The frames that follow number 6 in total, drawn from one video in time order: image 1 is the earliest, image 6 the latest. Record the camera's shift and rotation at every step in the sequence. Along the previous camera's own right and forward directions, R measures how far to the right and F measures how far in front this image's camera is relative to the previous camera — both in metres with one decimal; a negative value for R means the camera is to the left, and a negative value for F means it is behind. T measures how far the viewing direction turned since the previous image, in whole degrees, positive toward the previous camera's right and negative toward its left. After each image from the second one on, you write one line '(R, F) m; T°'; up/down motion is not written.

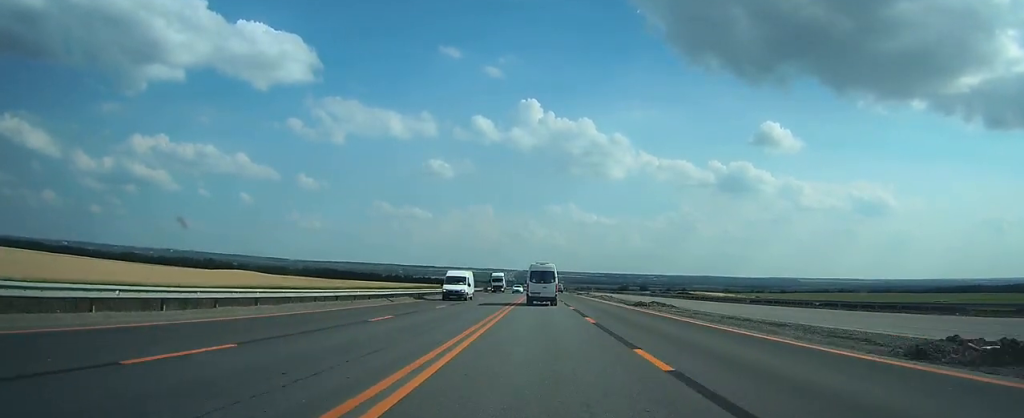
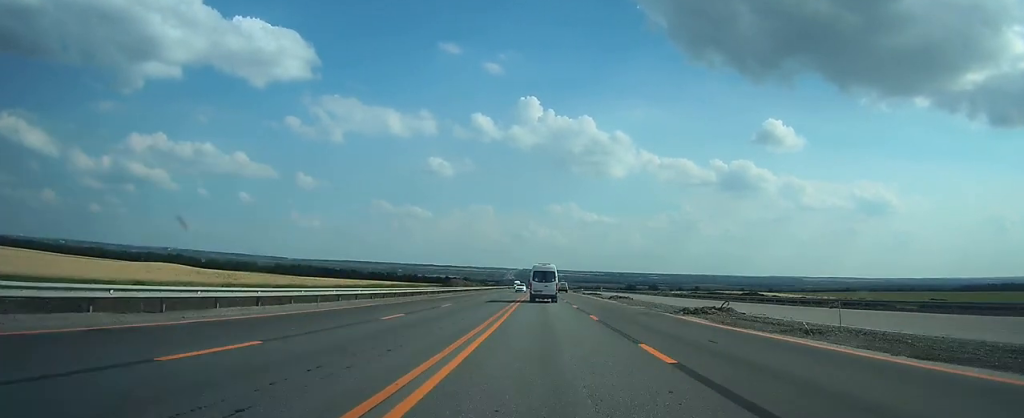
(0.0, +72.4) m; 0°
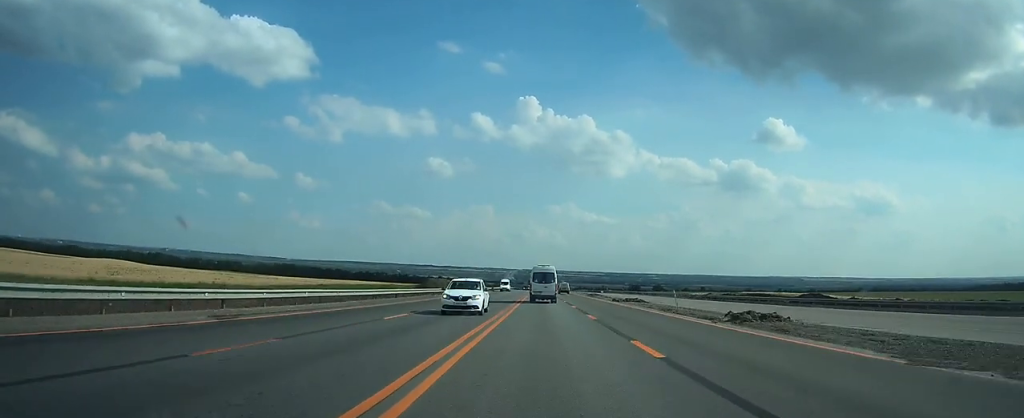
(0.0, +35.7) m; 0°
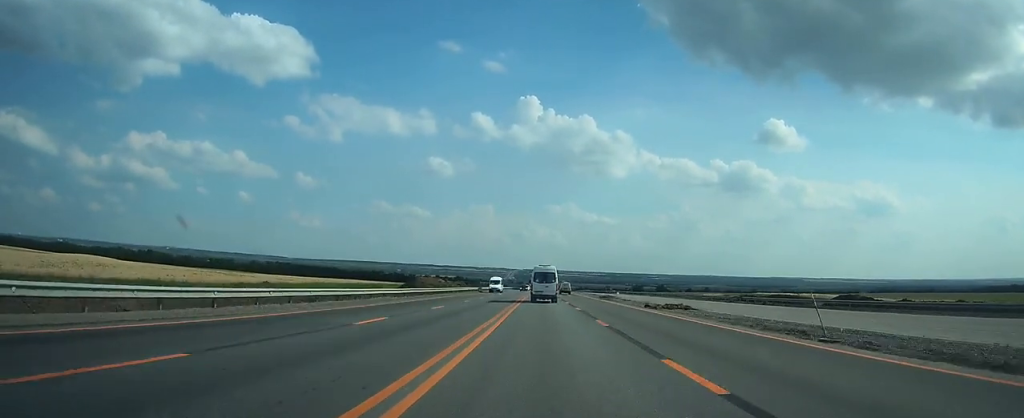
(0.0, +15.6) m; 0°
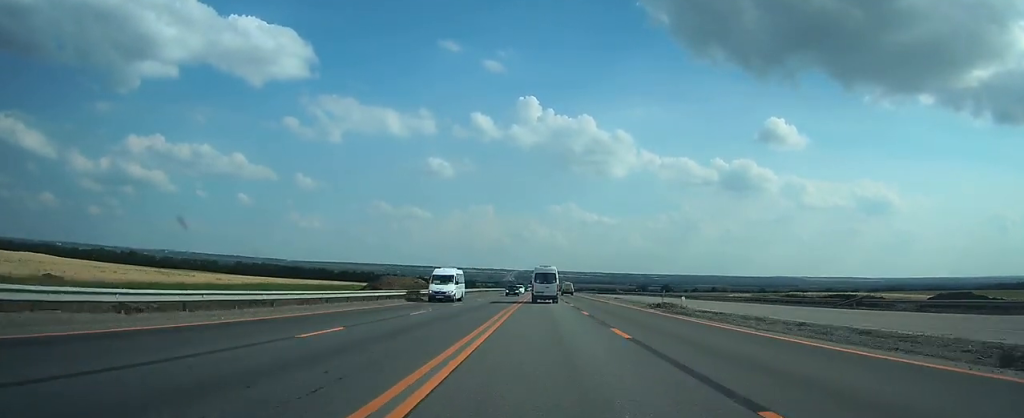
(-0.1, +28.7) m; 0°
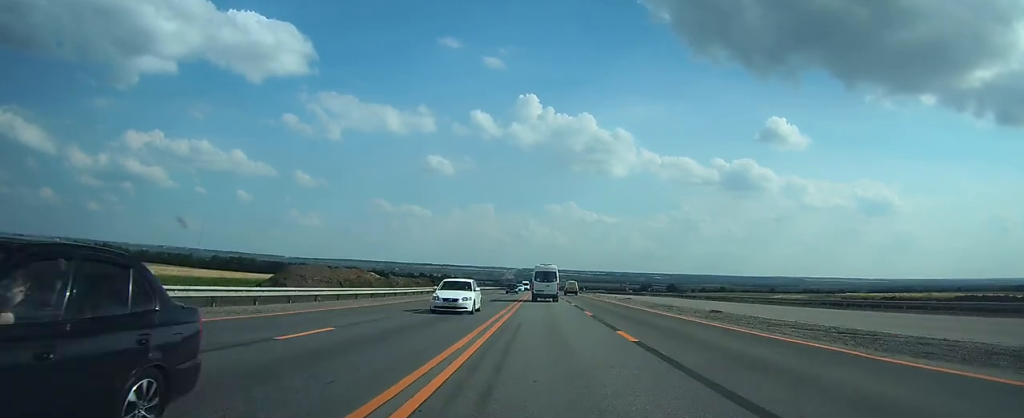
(-0.1, +37.3) m; 0°
